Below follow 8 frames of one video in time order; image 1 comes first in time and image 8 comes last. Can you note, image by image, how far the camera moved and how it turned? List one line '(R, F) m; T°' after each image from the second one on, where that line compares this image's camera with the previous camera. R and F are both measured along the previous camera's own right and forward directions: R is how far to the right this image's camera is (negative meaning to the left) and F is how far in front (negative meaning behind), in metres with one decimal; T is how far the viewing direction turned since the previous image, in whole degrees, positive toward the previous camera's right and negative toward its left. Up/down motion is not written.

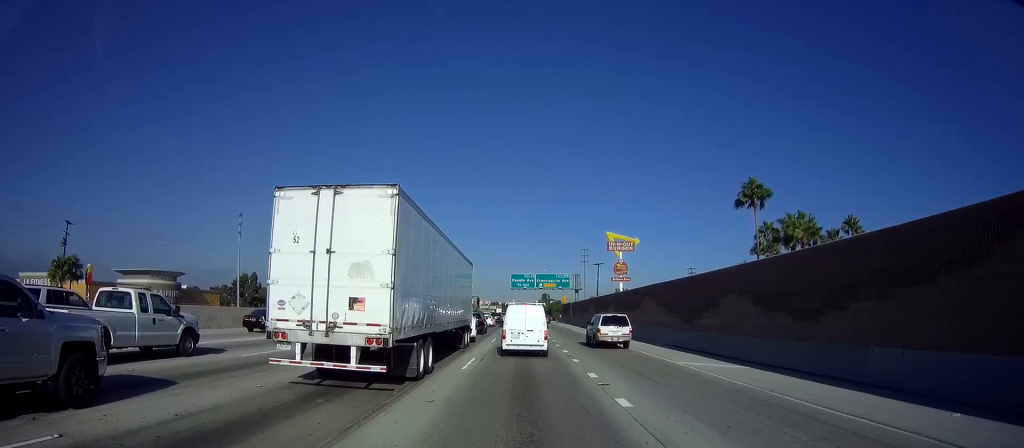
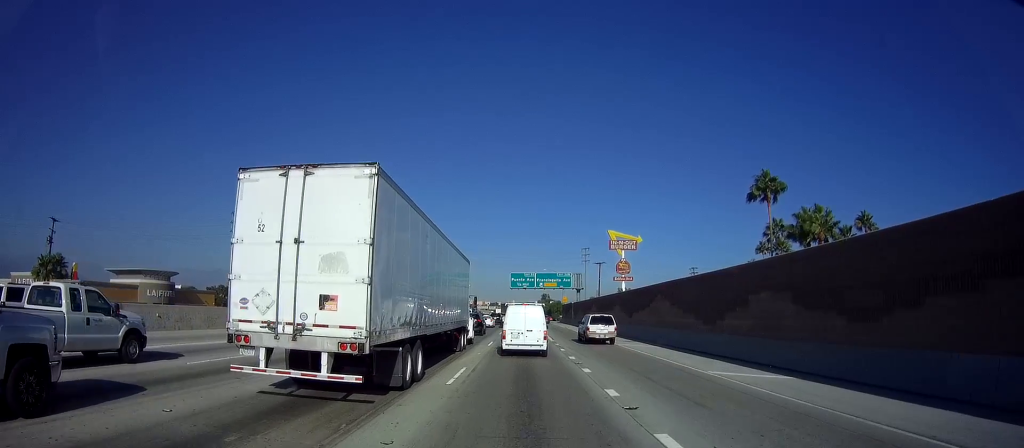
(-0.2, +3.3) m; 0°
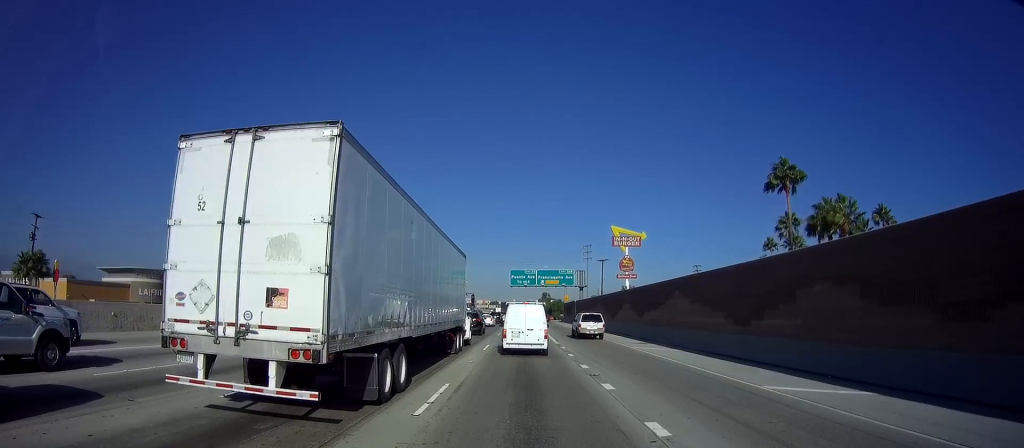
(-0.1, +3.7) m; 0°
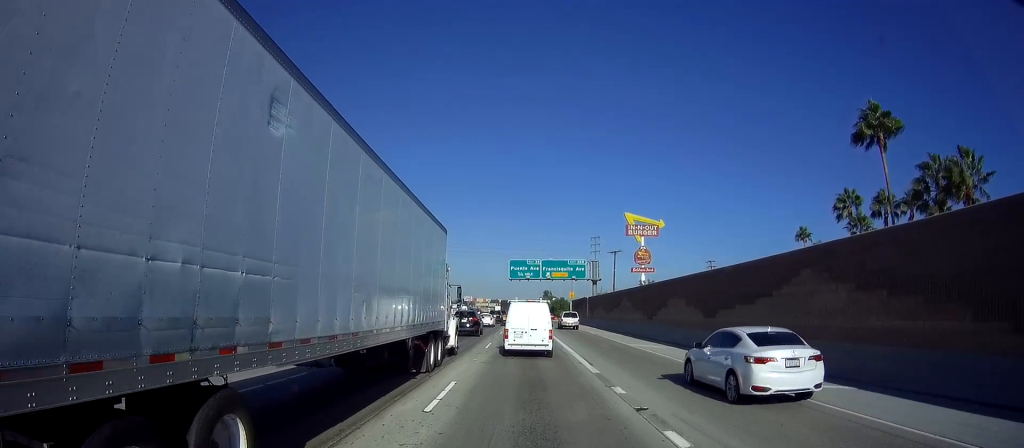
(+0.4, +13.4) m; +2°
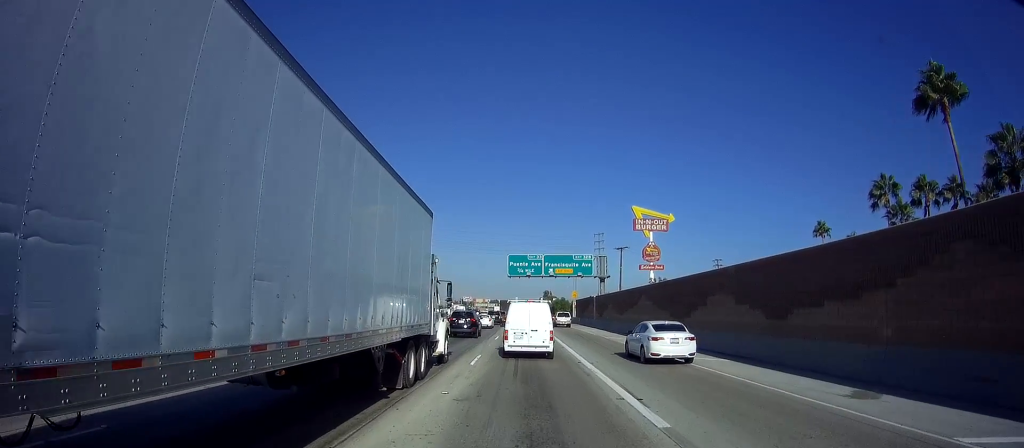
(+0.1, +6.6) m; +1°
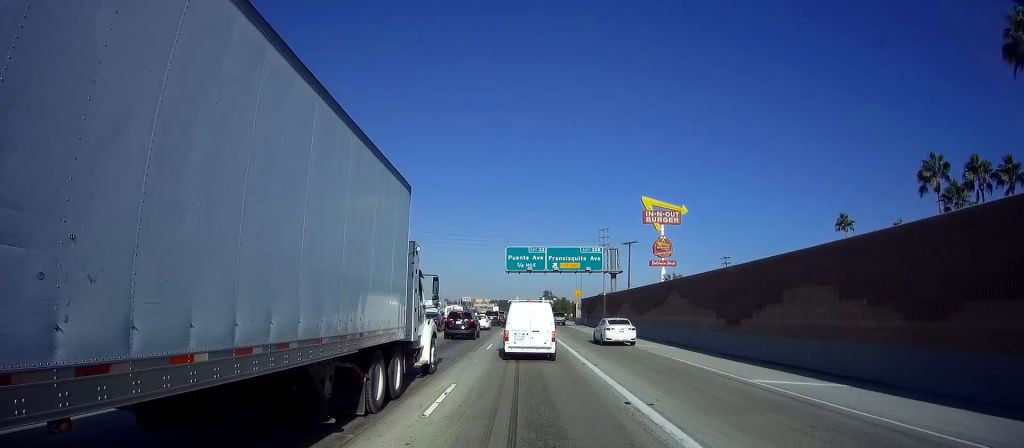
(0.0, +7.5) m; -1°
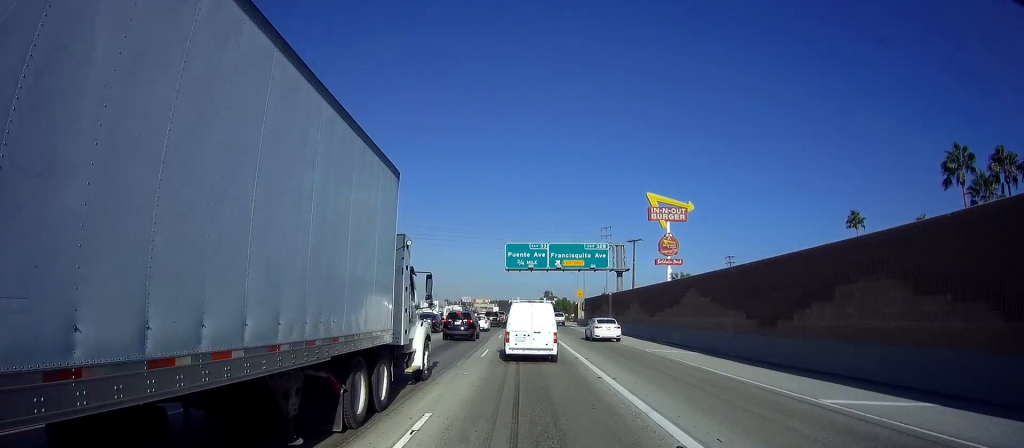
(-0.1, +3.2) m; 0°
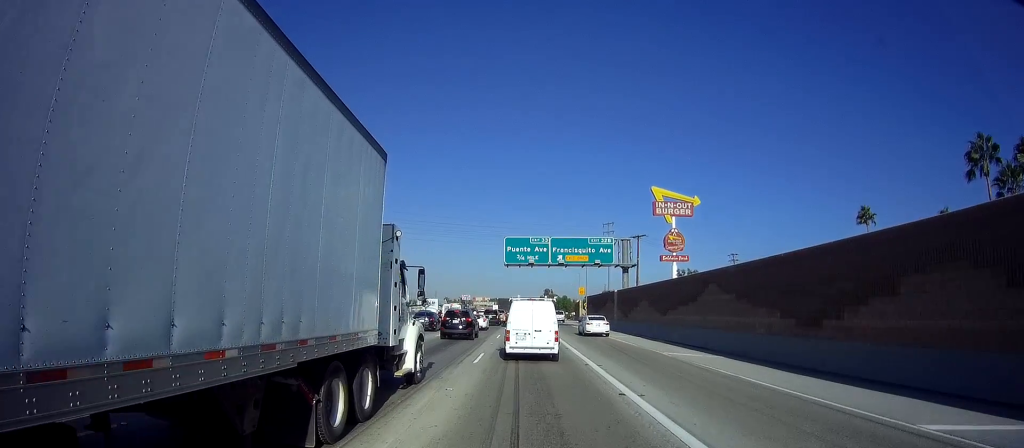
(0.0, +2.9) m; 0°
